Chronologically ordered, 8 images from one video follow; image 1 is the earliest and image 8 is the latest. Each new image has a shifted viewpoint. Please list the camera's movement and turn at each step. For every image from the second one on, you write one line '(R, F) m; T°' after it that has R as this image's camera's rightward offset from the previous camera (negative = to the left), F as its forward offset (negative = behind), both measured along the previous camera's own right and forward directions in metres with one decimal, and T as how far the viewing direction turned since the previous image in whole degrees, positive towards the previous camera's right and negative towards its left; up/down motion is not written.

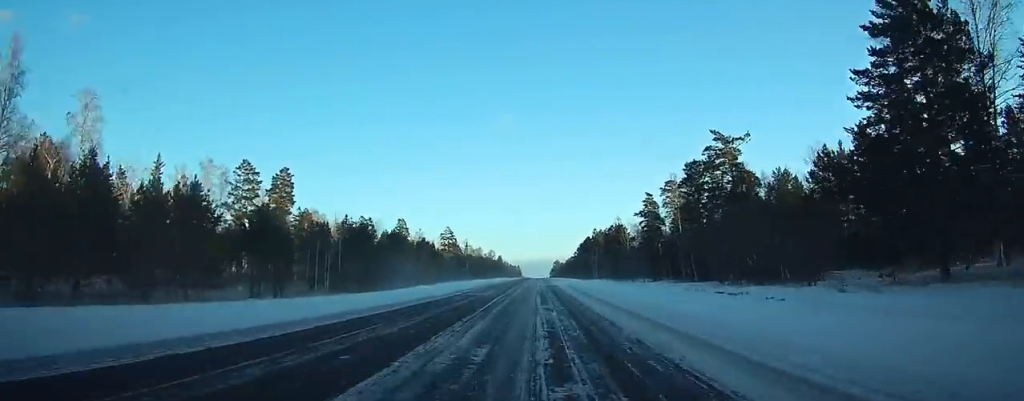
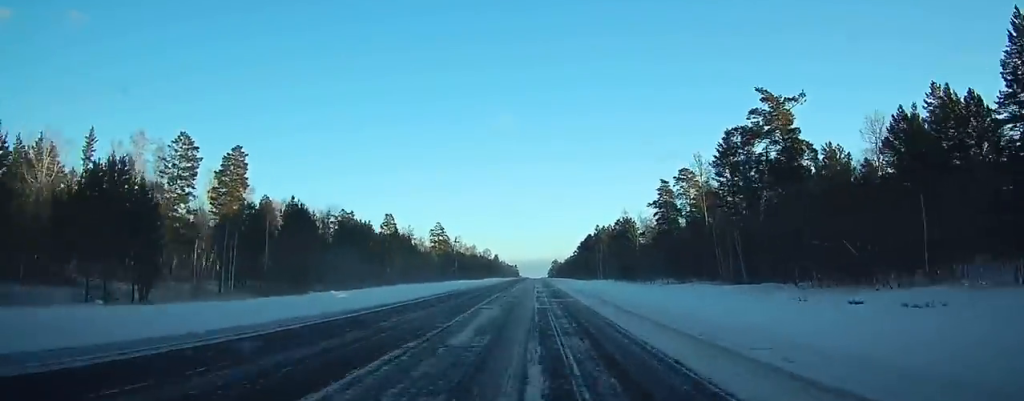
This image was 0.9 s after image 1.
(-0.1, +21.8) m; 0°
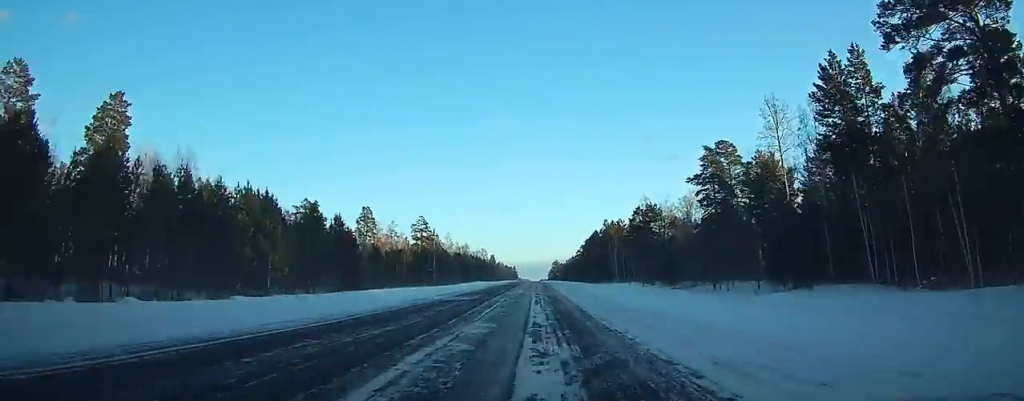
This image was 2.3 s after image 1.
(-0.1, +37.0) m; 0°
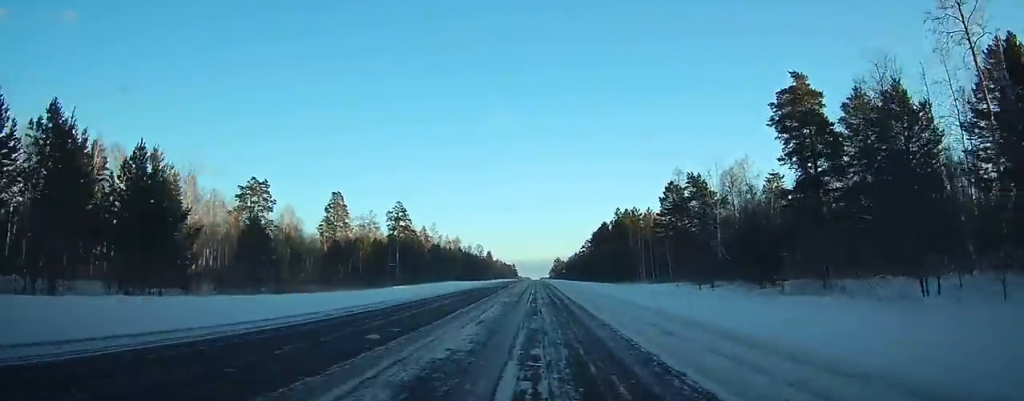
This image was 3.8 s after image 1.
(-0.1, +37.0) m; 0°
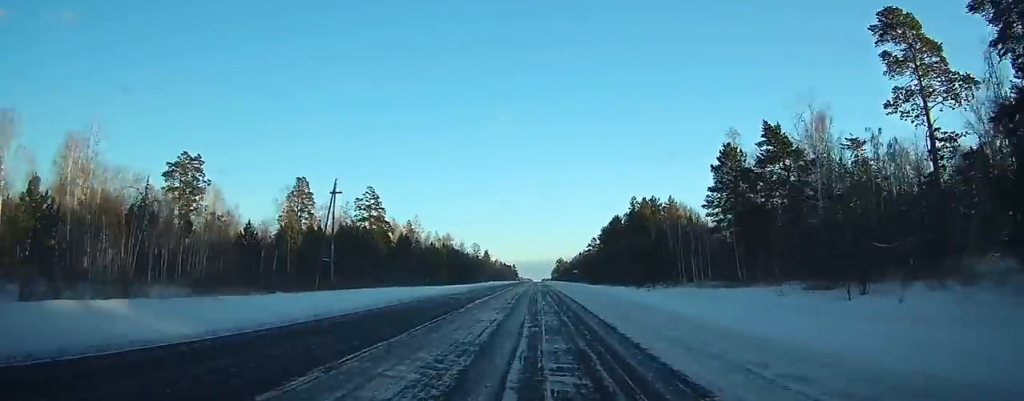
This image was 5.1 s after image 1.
(+0.1, +33.5) m; 0°
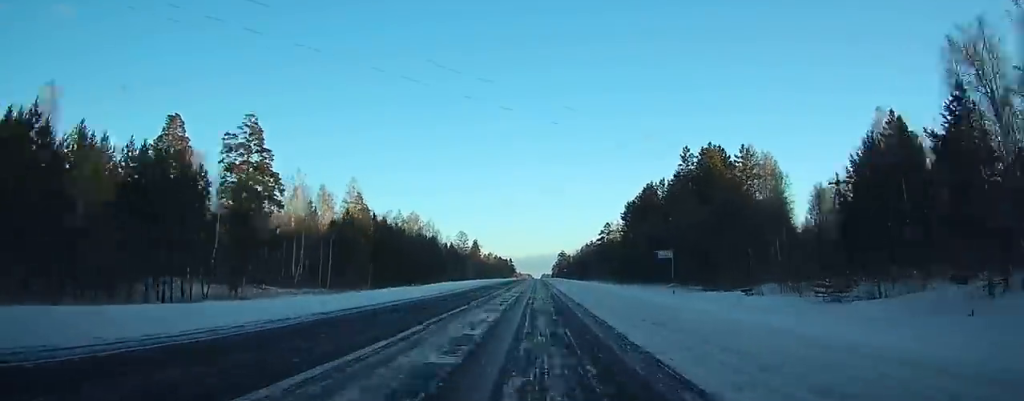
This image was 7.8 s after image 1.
(-0.1, +66.7) m; 0°
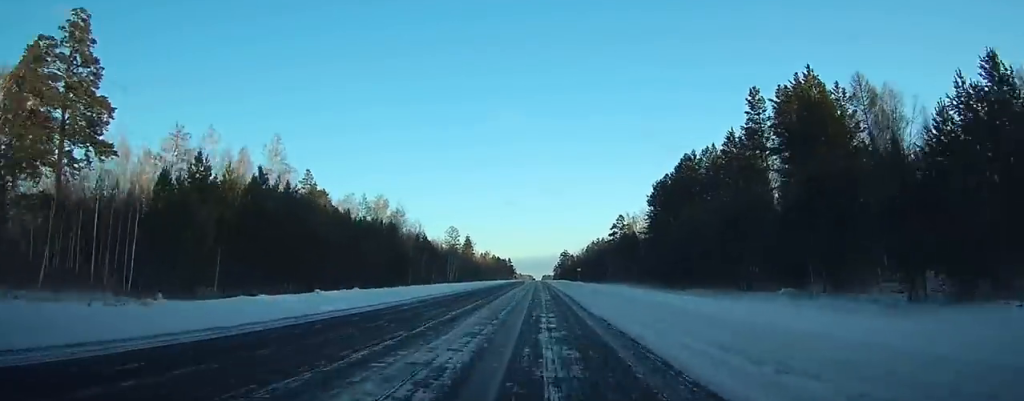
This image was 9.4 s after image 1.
(+0.1, +39.7) m; 0°
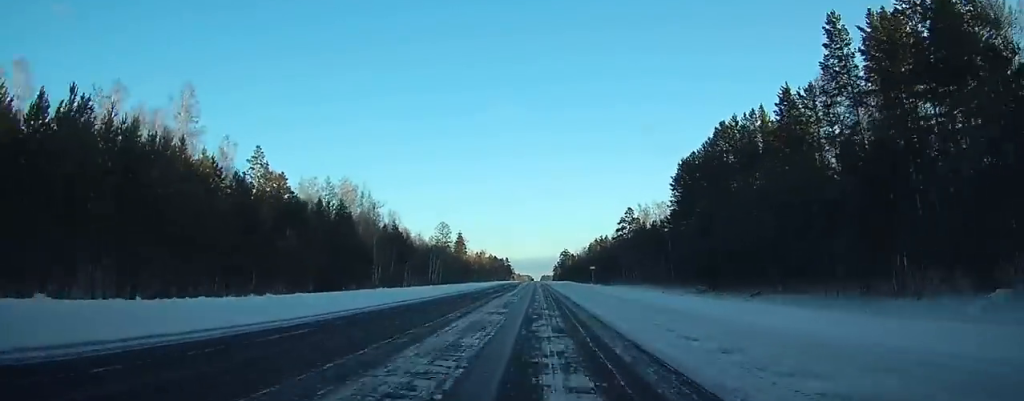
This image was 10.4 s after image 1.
(0.0, +24.8) m; 0°
